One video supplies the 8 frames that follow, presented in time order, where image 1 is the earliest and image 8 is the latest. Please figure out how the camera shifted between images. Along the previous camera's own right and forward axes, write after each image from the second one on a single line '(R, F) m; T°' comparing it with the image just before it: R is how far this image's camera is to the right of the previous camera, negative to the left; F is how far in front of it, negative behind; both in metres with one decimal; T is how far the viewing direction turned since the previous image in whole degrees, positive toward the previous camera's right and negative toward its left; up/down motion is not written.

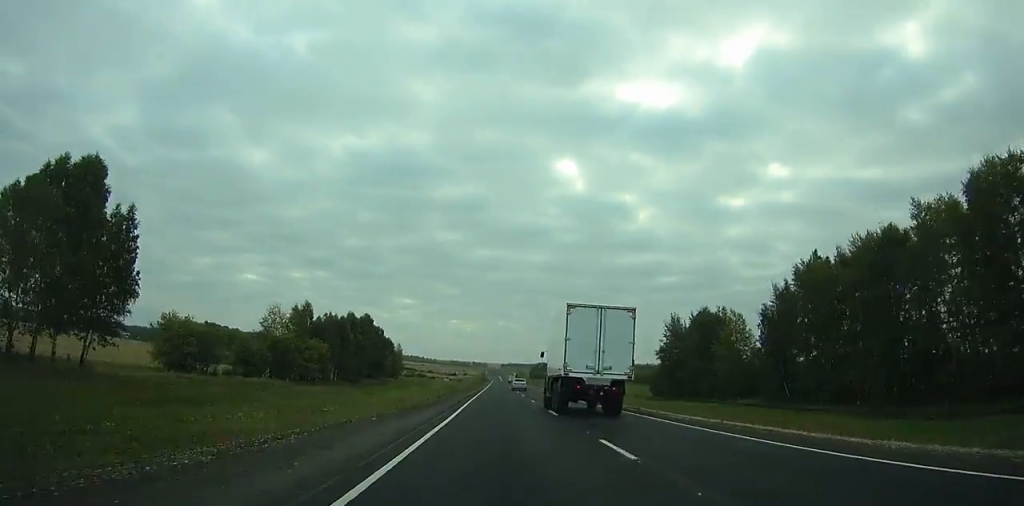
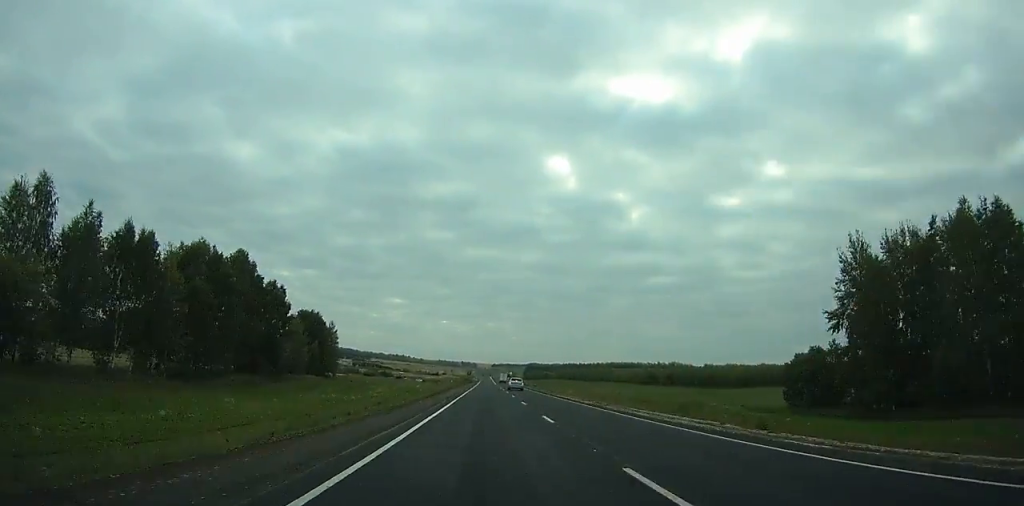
(+0.4, +84.2) m; +1°
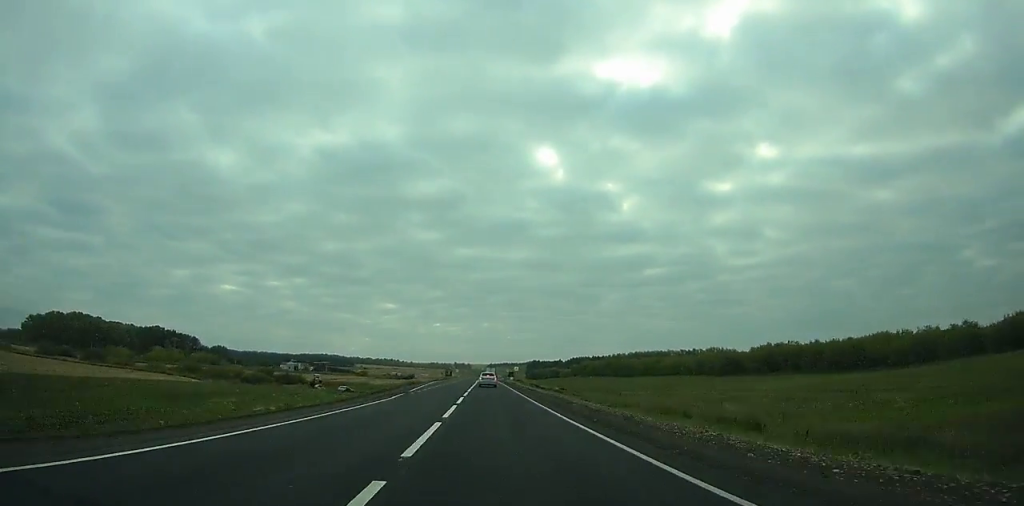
(+1.3, +120.7) m; 0°
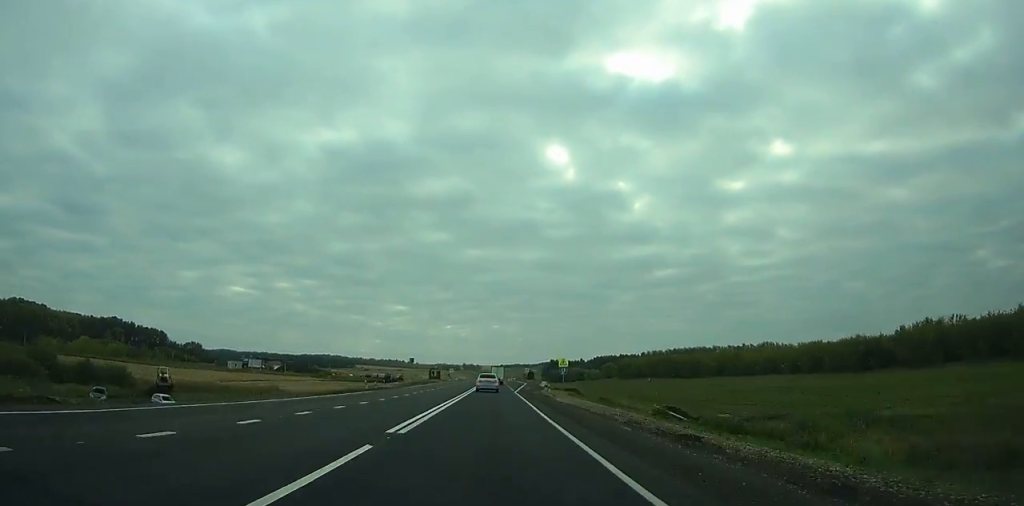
(-0.2, +79.9) m; 0°
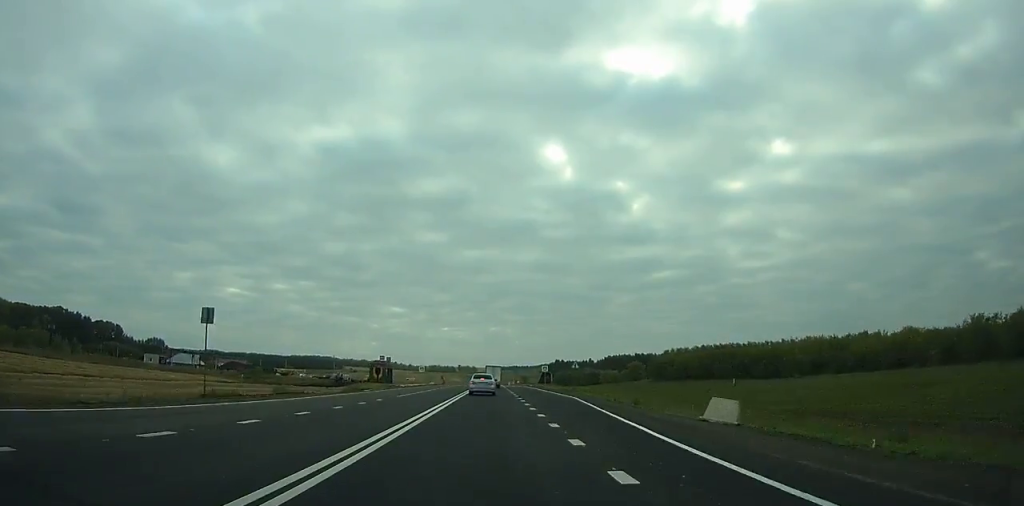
(-0.2, +66.7) m; 0°
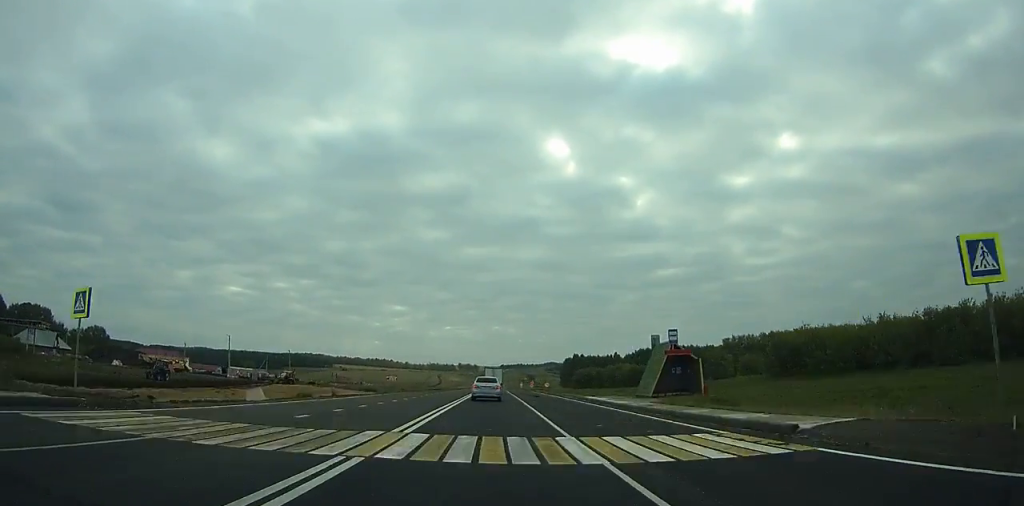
(-0.3, +95.2) m; 0°
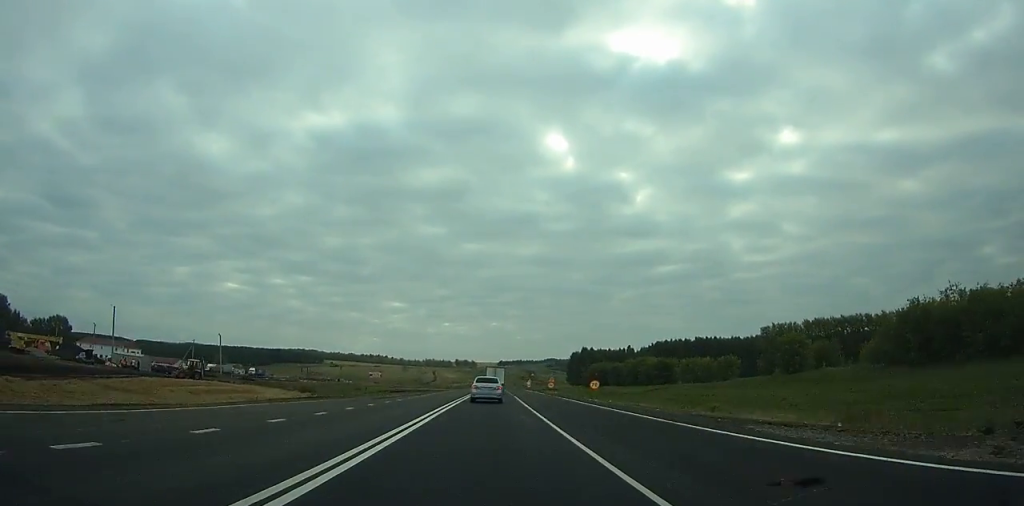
(0.0, +42.4) m; 0°
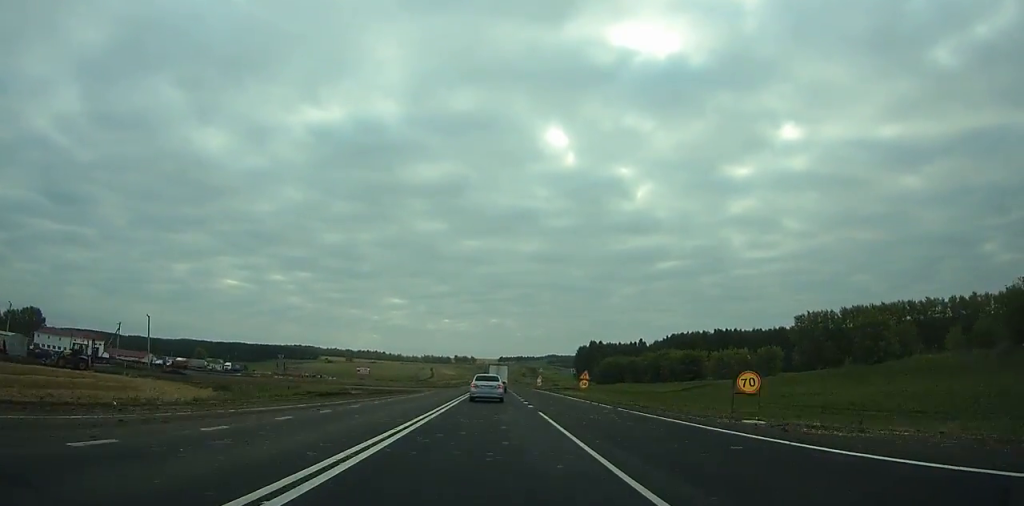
(0.0, +27.7) m; 0°
